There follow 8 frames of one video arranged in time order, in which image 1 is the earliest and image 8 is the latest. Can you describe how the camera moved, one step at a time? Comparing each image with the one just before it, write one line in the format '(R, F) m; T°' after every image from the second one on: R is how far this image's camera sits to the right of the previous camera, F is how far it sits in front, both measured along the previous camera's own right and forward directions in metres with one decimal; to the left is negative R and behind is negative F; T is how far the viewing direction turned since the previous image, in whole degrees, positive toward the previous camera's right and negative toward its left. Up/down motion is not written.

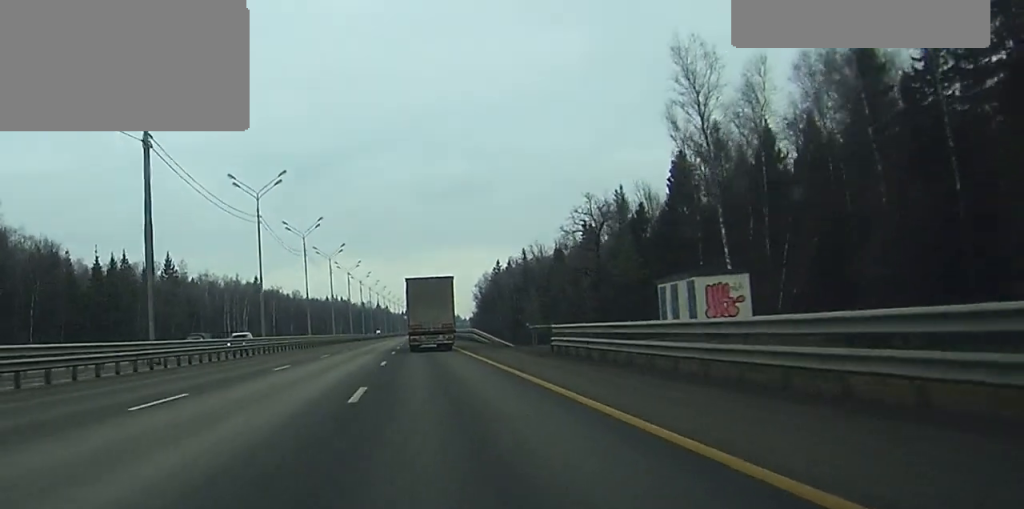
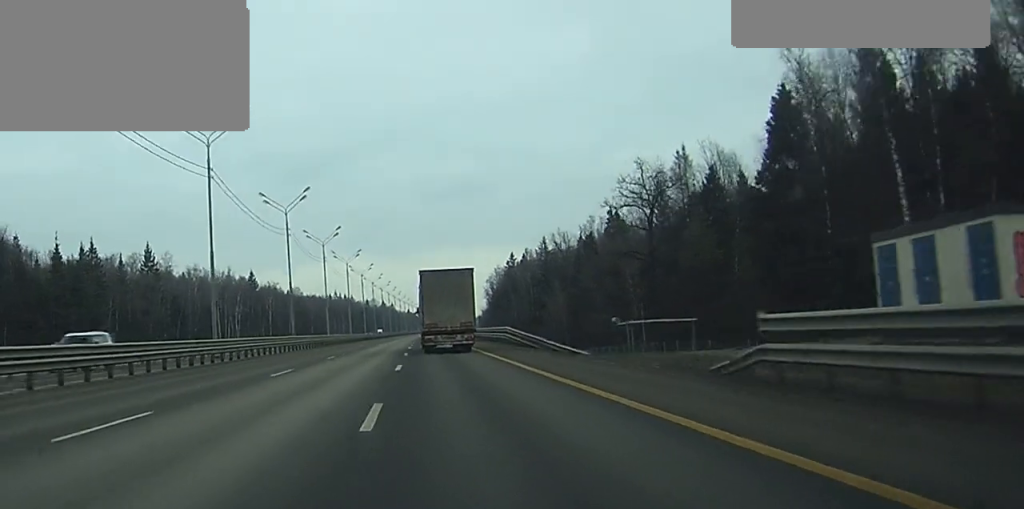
(0.0, +20.5) m; 0°
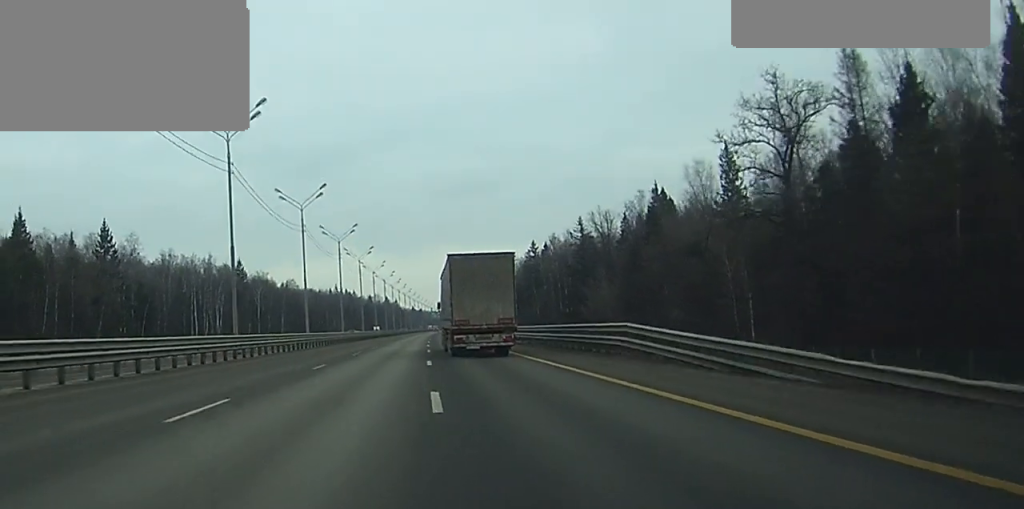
(-0.1, +30.2) m; 0°
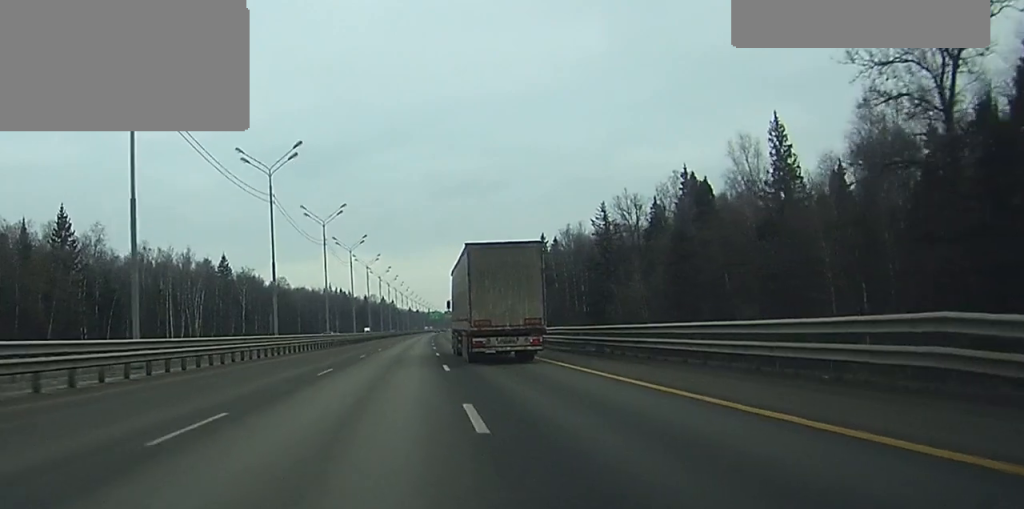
(0.0, +18.5) m; 0°
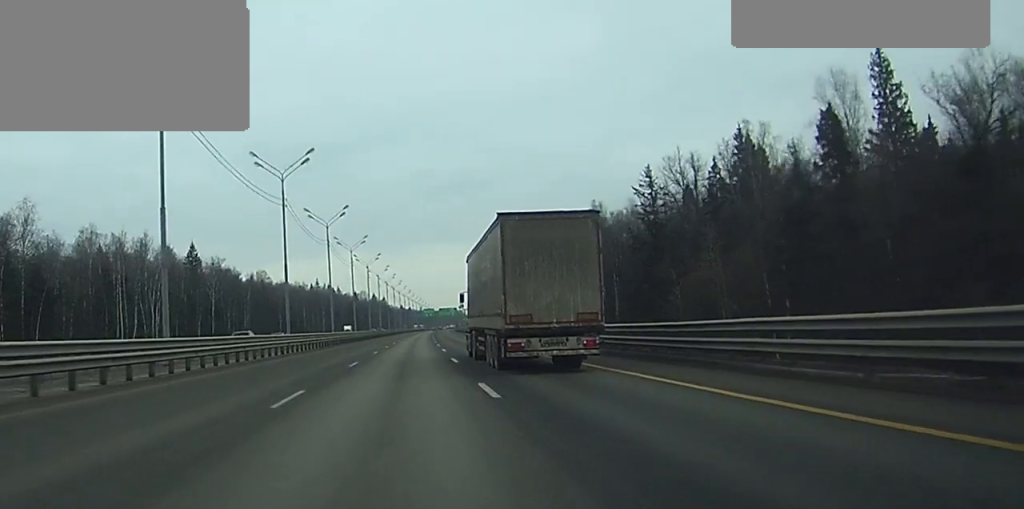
(+0.1, +27.3) m; +1°
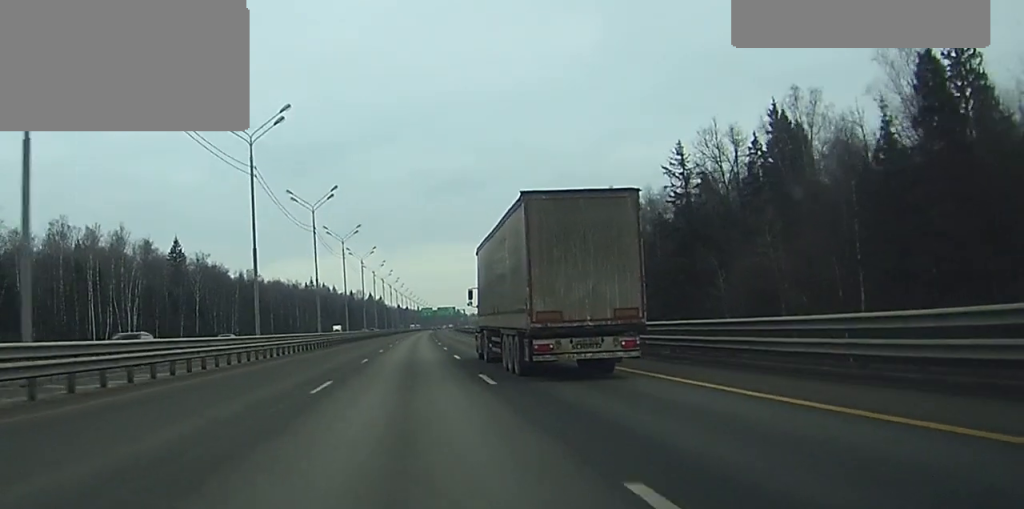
(0.0, +12.7) m; 0°
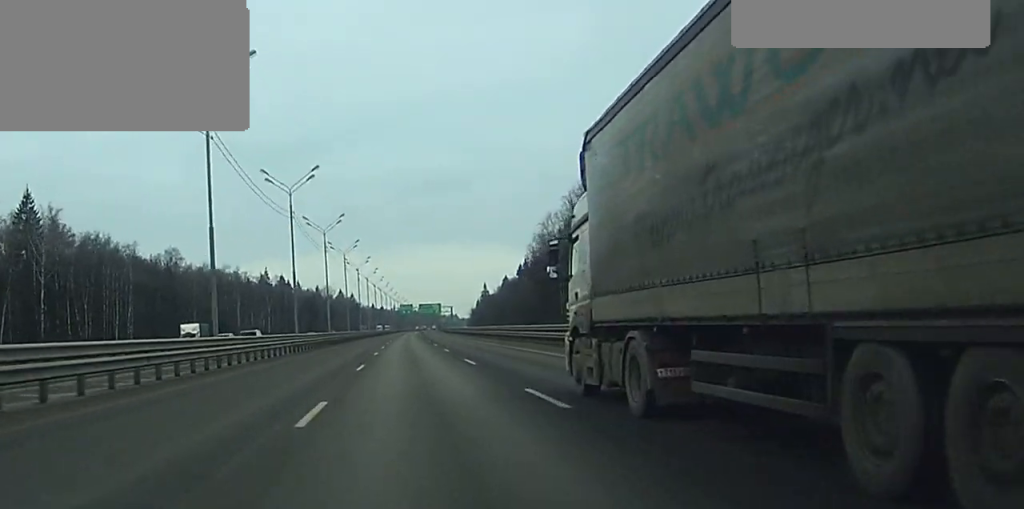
(+0.8, +70.7) m; +1°
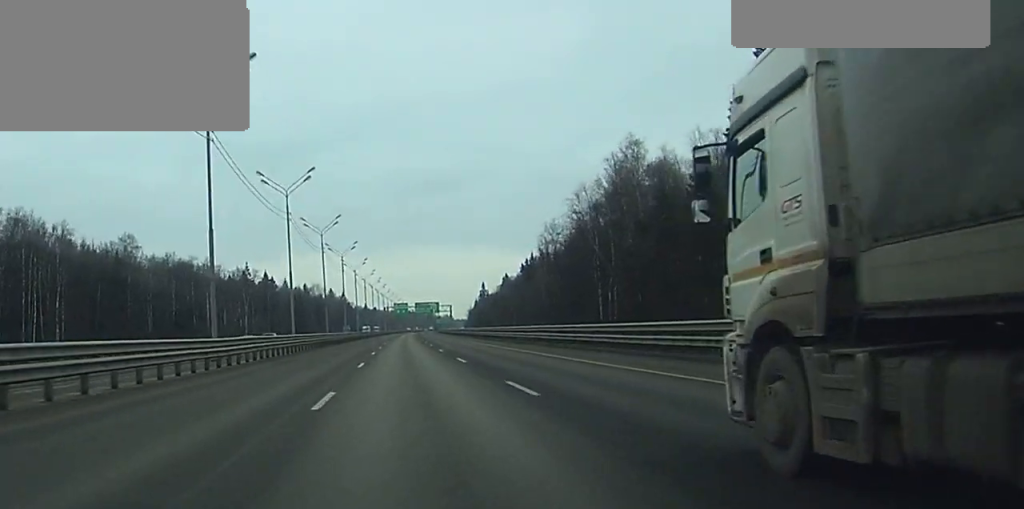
(+0.2, +29.7) m; +1°
